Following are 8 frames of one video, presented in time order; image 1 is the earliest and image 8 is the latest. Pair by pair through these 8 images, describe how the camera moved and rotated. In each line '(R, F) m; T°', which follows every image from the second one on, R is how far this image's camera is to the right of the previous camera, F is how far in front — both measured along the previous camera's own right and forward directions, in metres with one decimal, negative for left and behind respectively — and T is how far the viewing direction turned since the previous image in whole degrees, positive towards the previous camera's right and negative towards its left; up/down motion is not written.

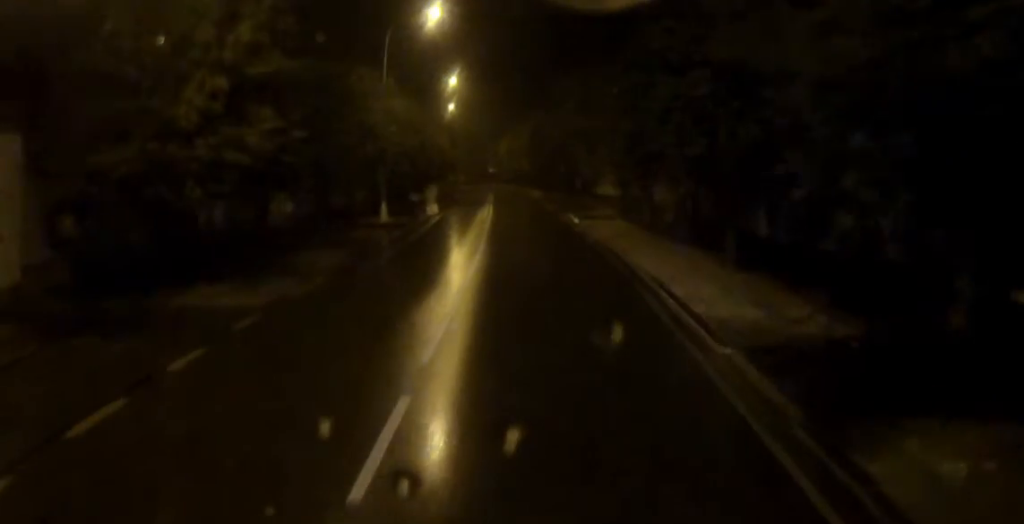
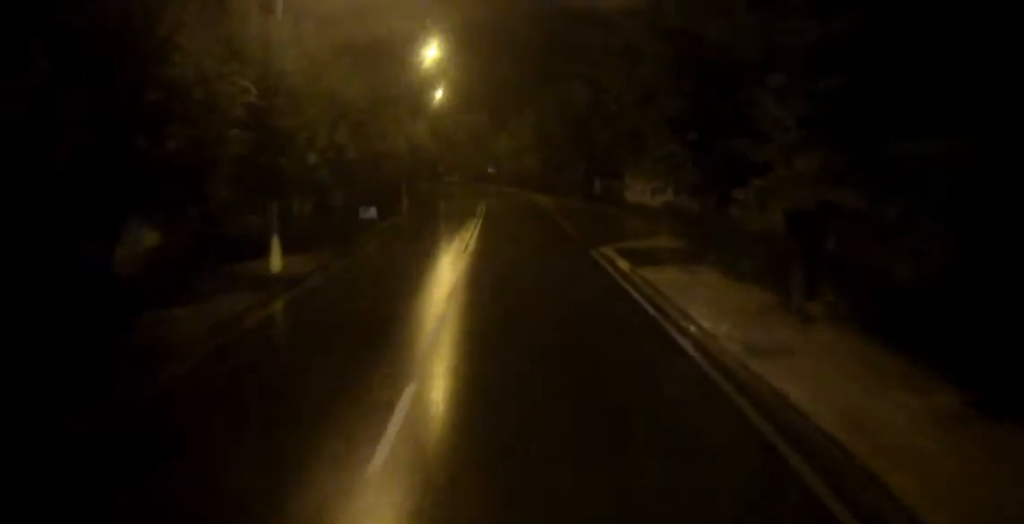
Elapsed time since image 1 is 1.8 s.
(+0.4, +17.9) m; +1°
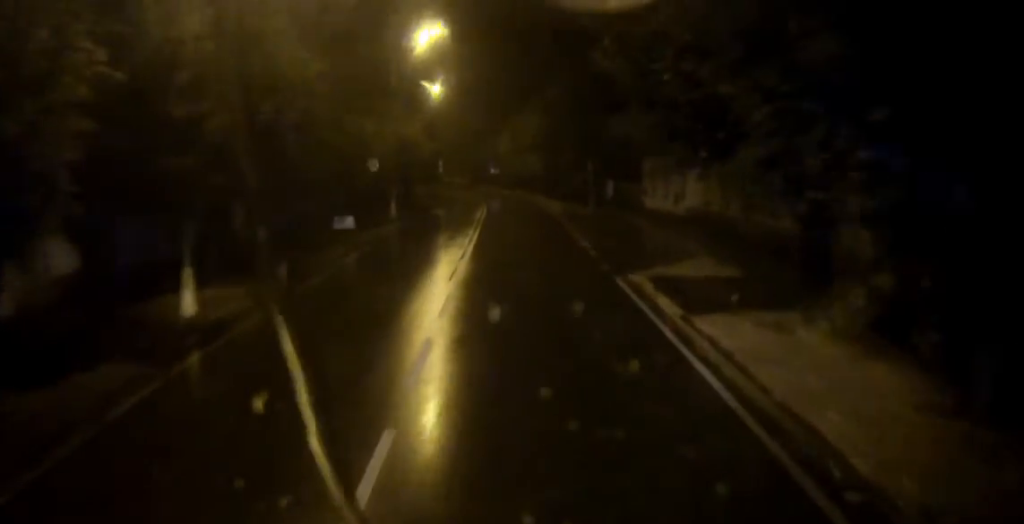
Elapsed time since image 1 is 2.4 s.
(0.0, +6.4) m; -1°
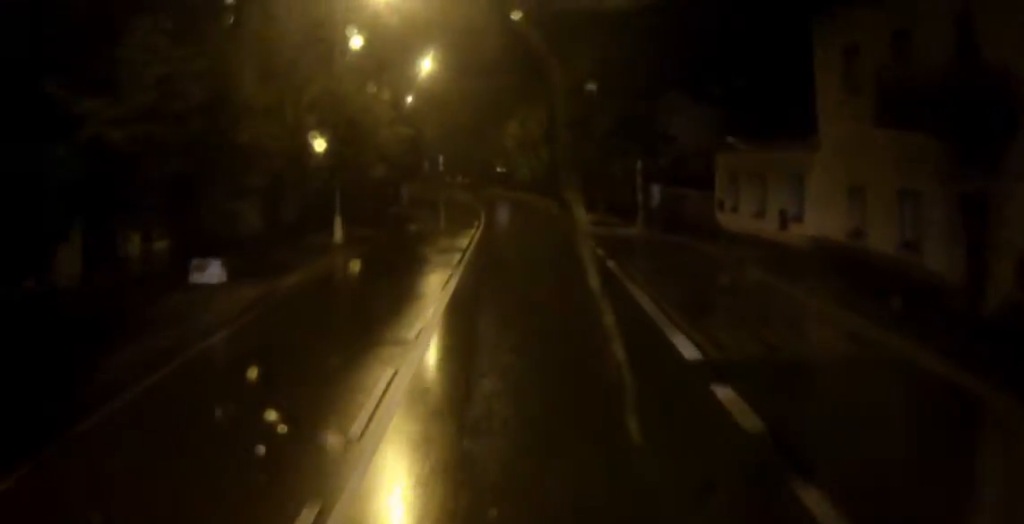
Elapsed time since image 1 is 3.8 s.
(-0.4, +16.3) m; 0°
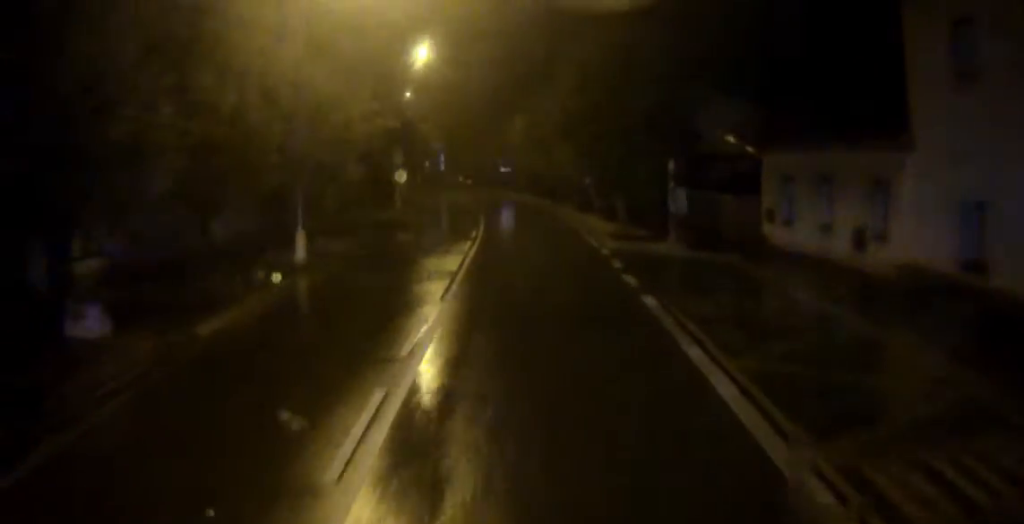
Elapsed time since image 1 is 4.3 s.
(+0.1, +5.7) m; +1°
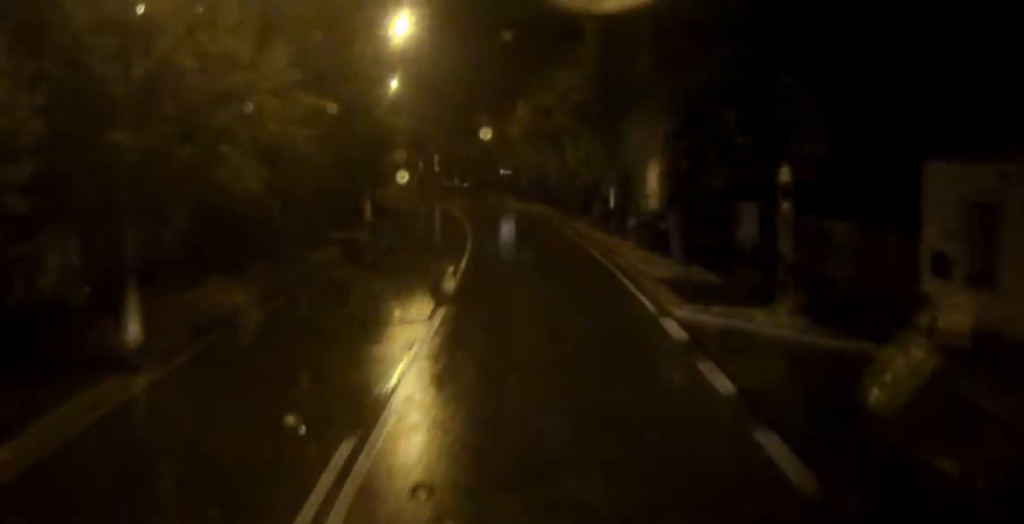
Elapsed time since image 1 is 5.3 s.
(+0.3, +10.8) m; +2°
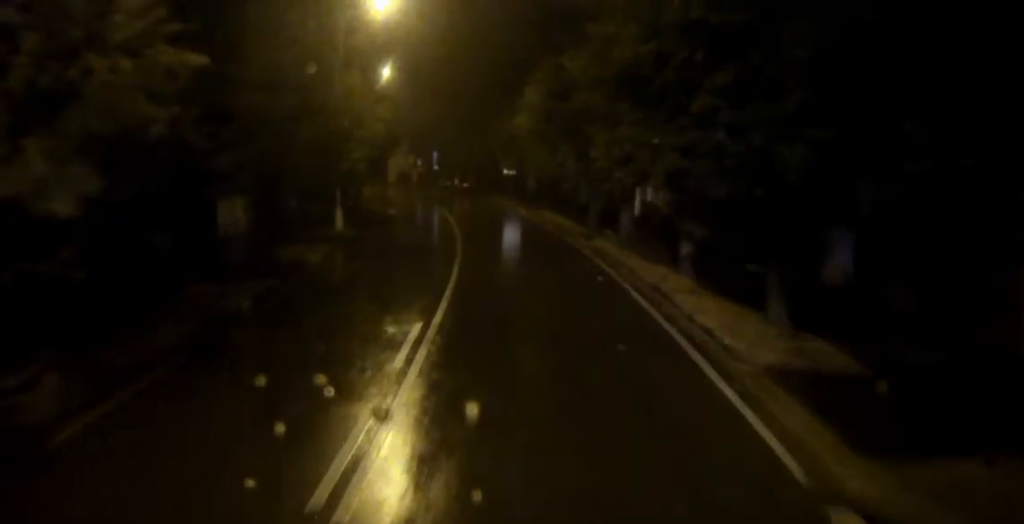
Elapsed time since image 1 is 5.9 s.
(0.0, +7.7) m; 0°
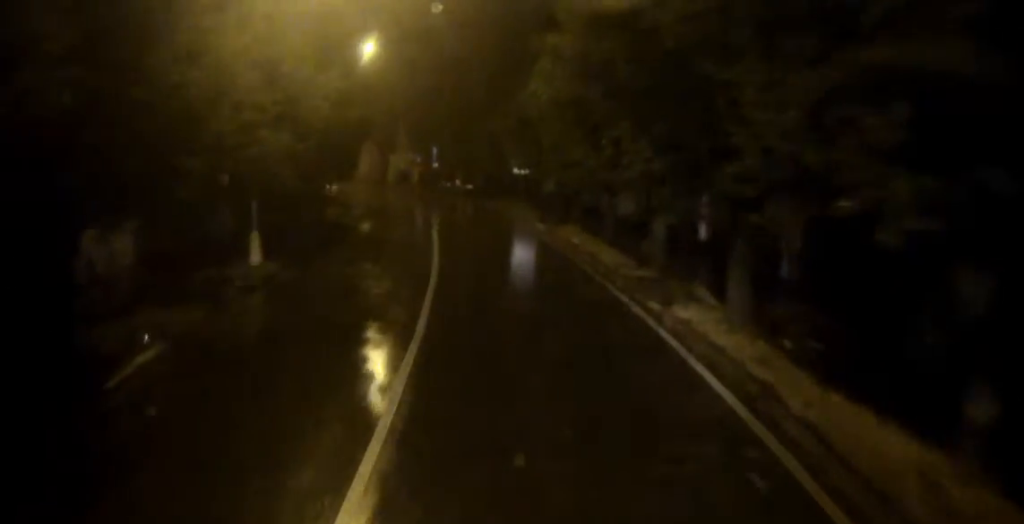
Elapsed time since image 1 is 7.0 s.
(0.0, +12.6) m; +1°
